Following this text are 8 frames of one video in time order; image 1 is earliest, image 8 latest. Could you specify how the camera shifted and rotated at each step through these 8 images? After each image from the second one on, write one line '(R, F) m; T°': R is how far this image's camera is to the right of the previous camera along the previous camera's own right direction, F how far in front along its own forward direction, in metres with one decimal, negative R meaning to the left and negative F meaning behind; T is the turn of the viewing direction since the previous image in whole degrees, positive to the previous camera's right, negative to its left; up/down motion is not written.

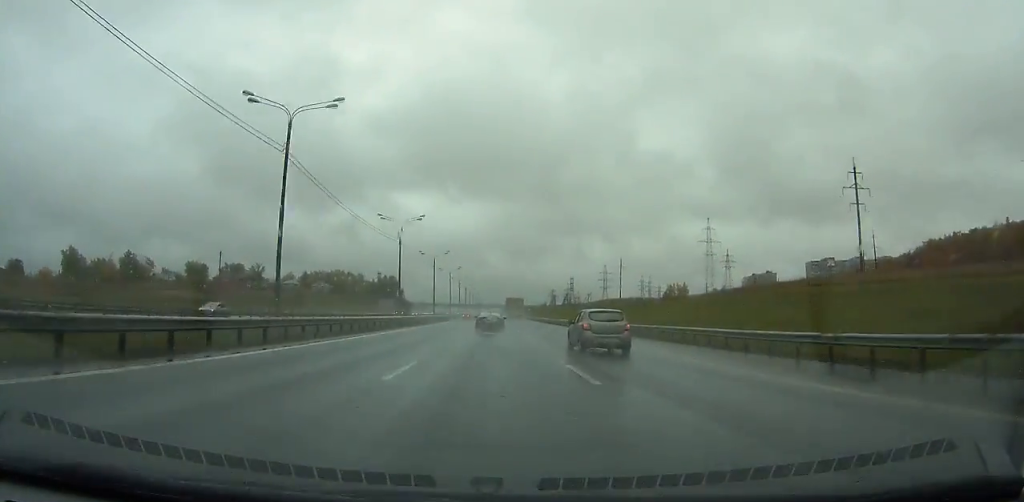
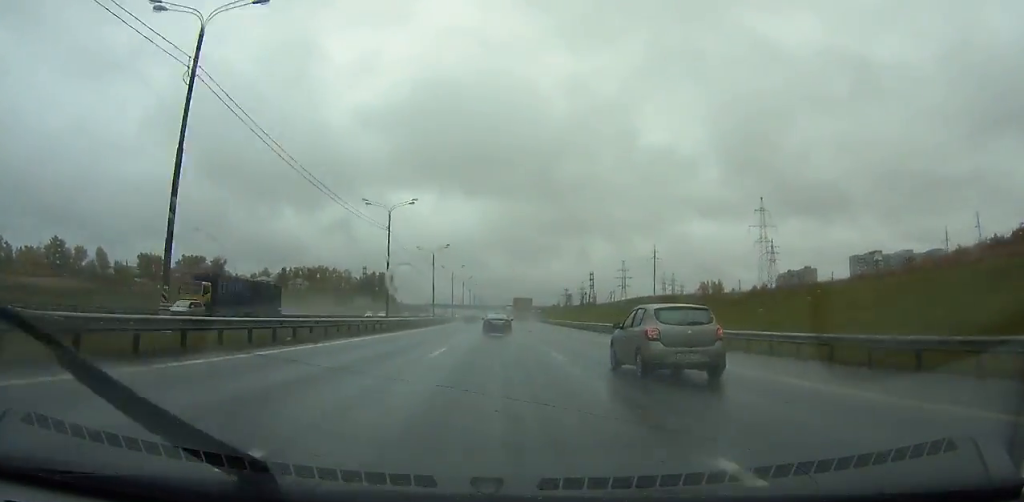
(-0.1, +57.2) m; 0°
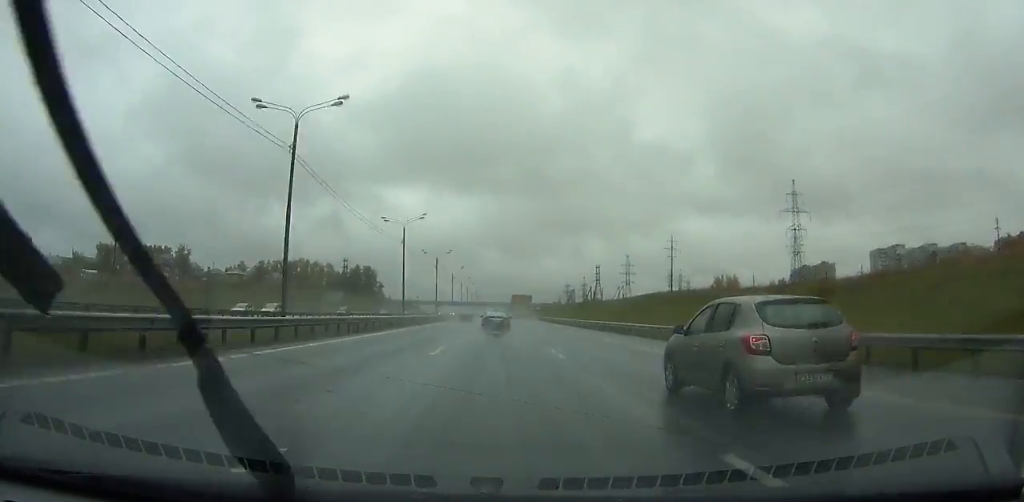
(0.0, +31.6) m; 0°
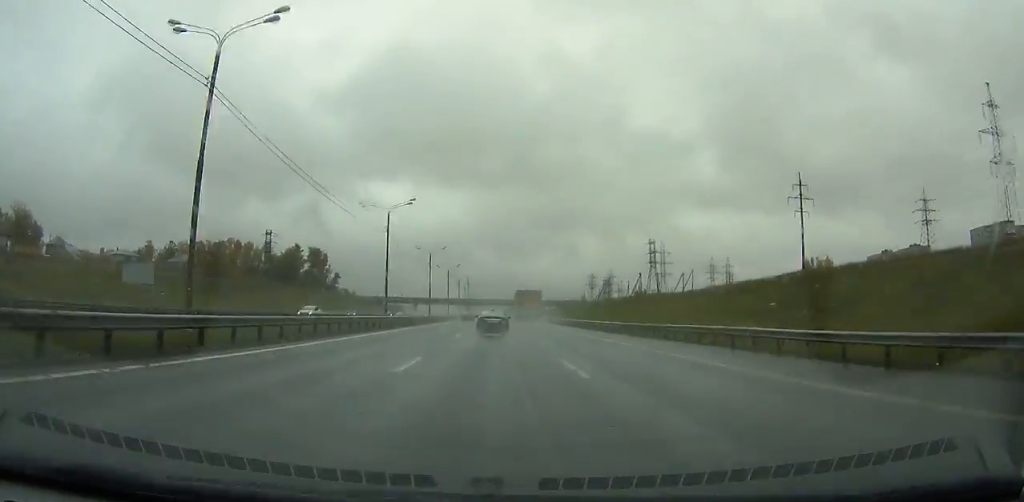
(+0.2, +103.6) m; 0°
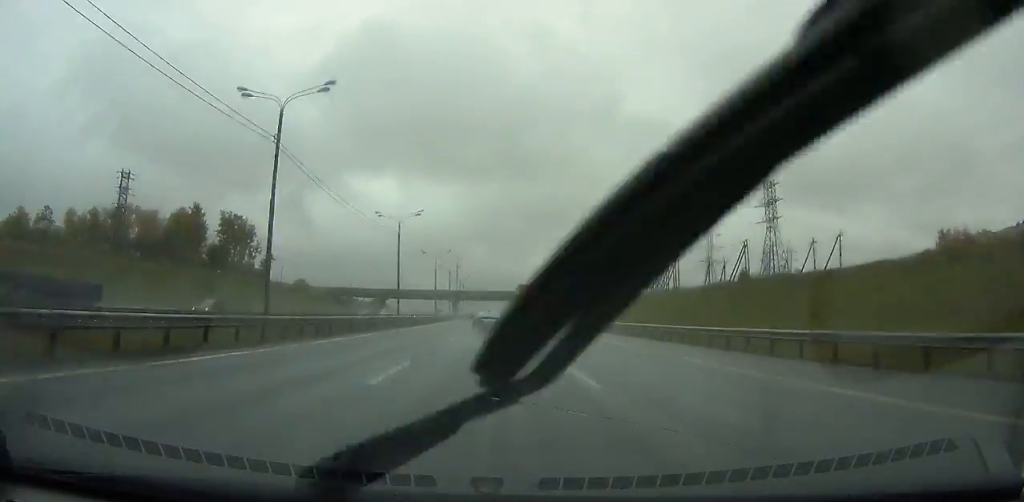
(+0.3, +89.7) m; 0°
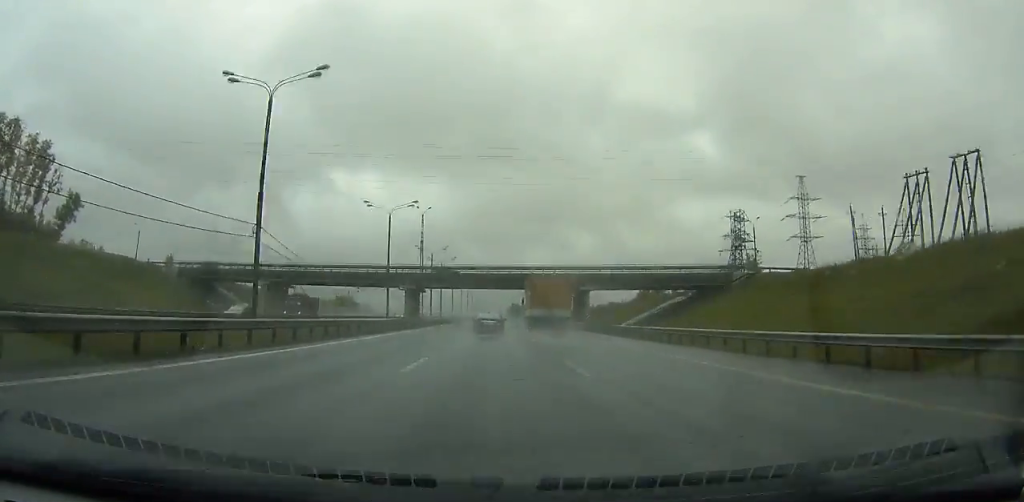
(-0.2, +102.1) m; 0°
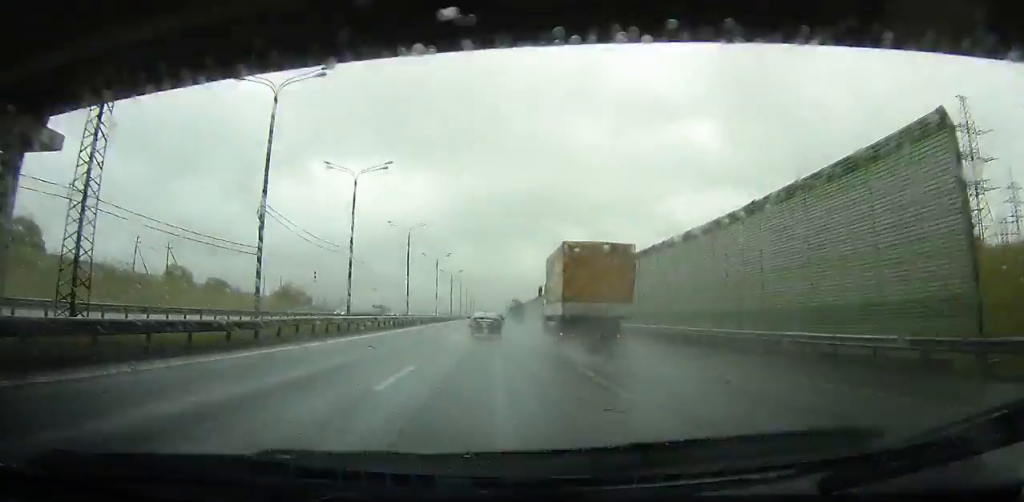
(-0.2, +84.9) m; 0°
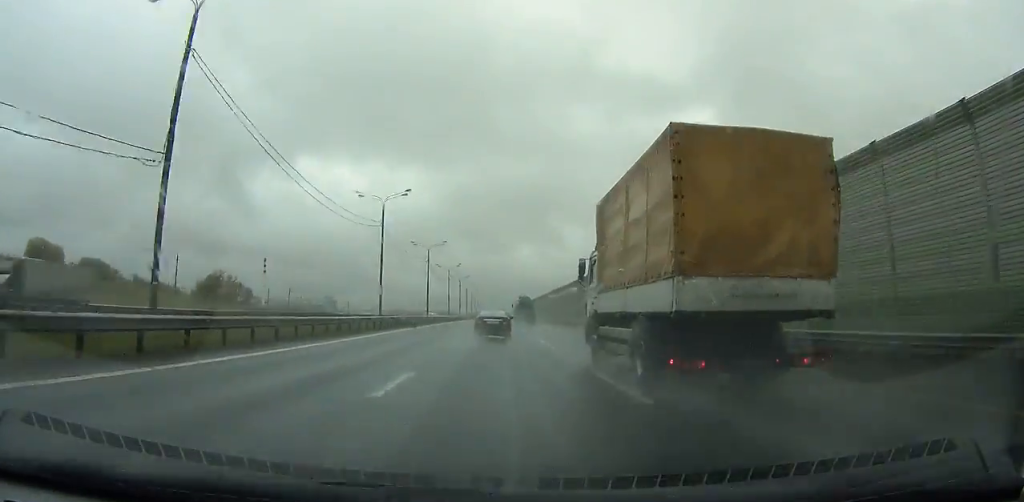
(0.0, +64.2) m; 0°
